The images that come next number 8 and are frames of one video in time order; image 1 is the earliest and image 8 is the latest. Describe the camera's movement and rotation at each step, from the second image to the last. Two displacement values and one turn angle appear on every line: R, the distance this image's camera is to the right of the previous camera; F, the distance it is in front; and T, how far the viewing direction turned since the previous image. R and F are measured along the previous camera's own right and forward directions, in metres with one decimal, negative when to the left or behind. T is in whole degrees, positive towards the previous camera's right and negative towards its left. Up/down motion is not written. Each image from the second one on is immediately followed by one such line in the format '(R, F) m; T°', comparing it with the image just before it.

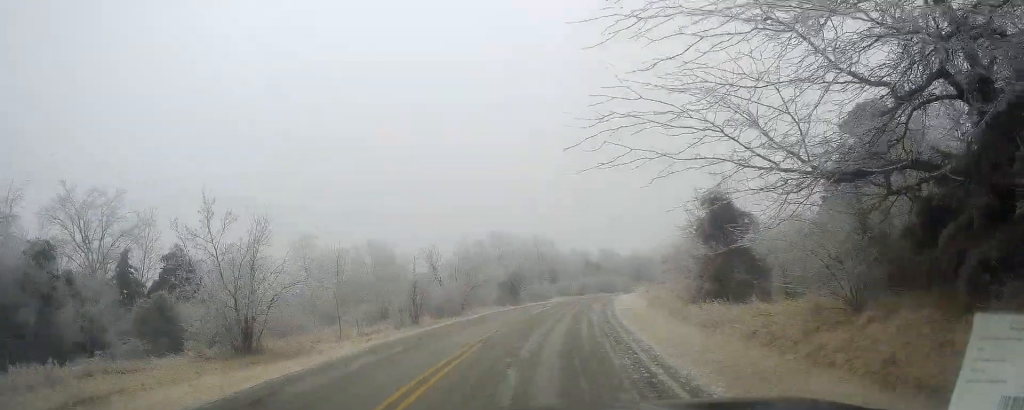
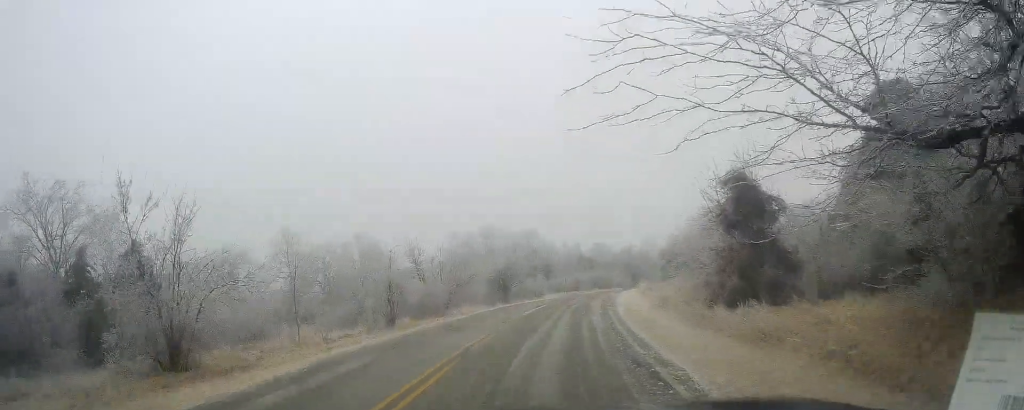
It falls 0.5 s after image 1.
(0.0, +3.8) m; 0°
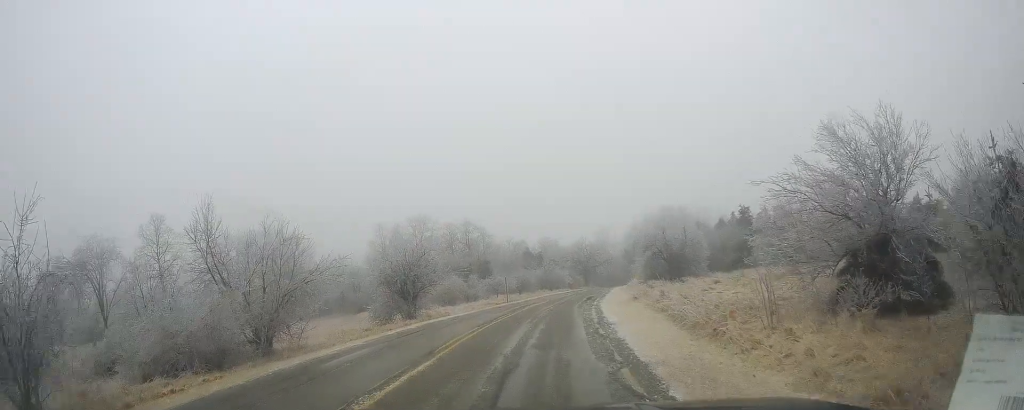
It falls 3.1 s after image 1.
(+1.6, +21.3) m; +6°
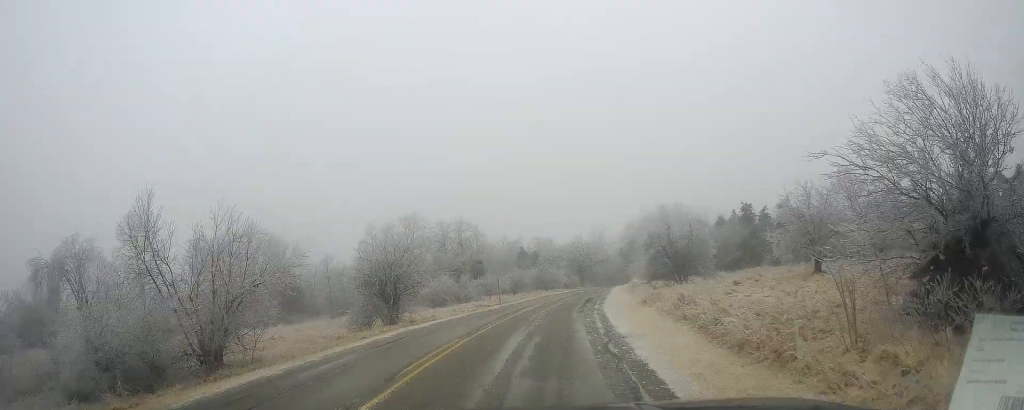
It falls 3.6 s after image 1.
(-0.1, +3.7) m; 0°
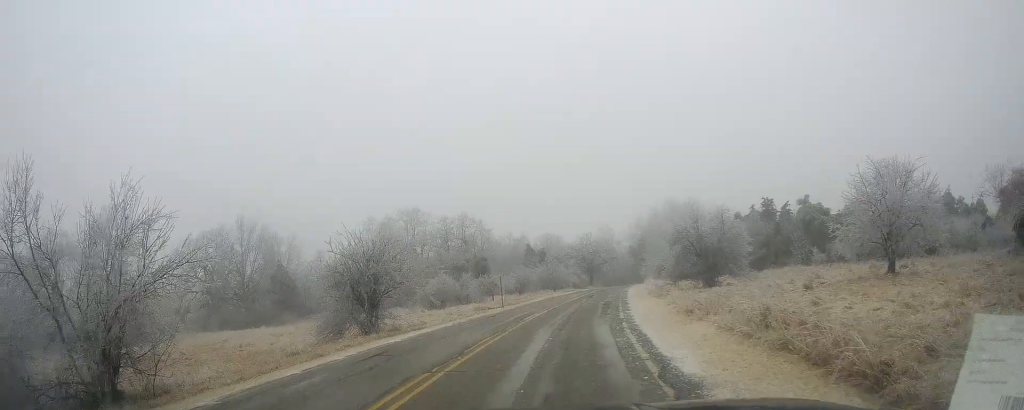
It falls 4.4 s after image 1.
(-0.2, +6.3) m; +1°
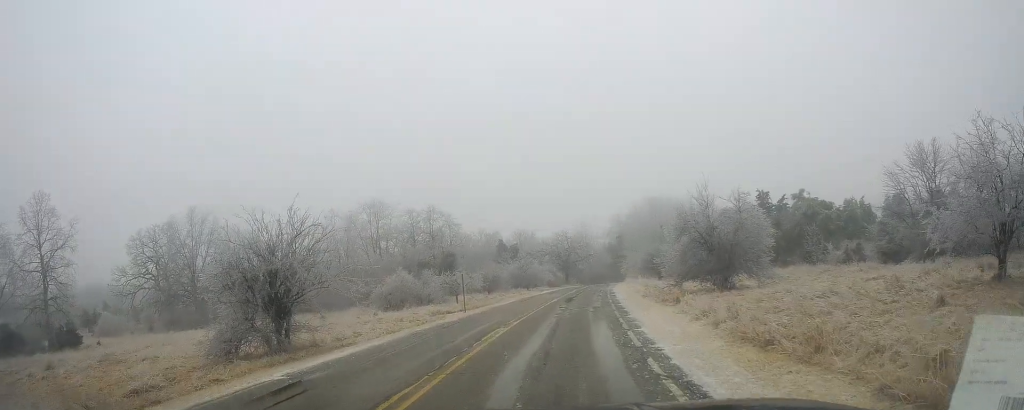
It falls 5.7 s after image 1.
(+0.4, +8.6) m; +4°
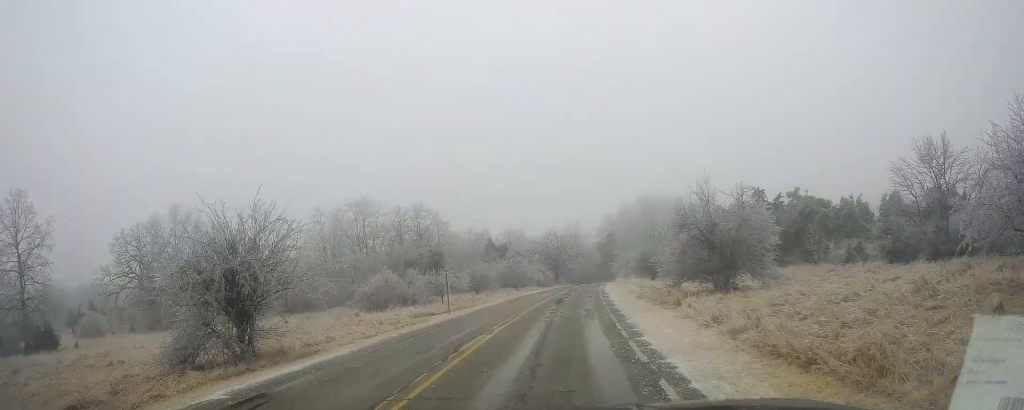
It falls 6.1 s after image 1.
(-0.1, +2.7) m; +1°
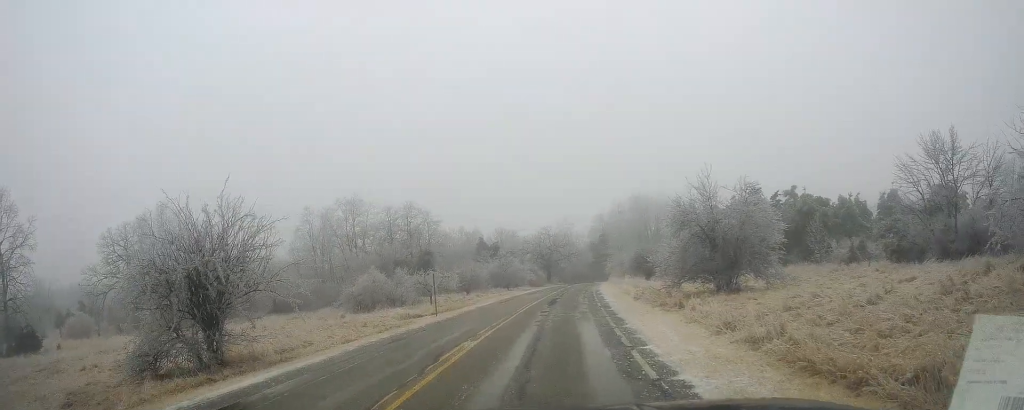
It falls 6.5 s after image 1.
(0.0, +2.2) m; 0°
